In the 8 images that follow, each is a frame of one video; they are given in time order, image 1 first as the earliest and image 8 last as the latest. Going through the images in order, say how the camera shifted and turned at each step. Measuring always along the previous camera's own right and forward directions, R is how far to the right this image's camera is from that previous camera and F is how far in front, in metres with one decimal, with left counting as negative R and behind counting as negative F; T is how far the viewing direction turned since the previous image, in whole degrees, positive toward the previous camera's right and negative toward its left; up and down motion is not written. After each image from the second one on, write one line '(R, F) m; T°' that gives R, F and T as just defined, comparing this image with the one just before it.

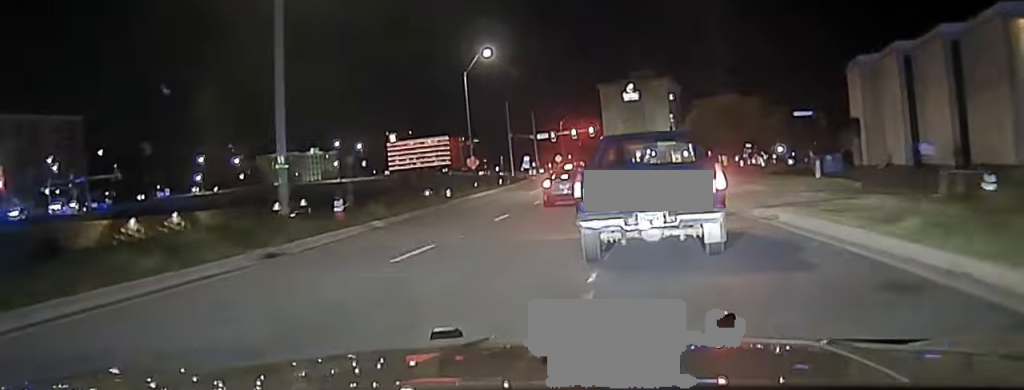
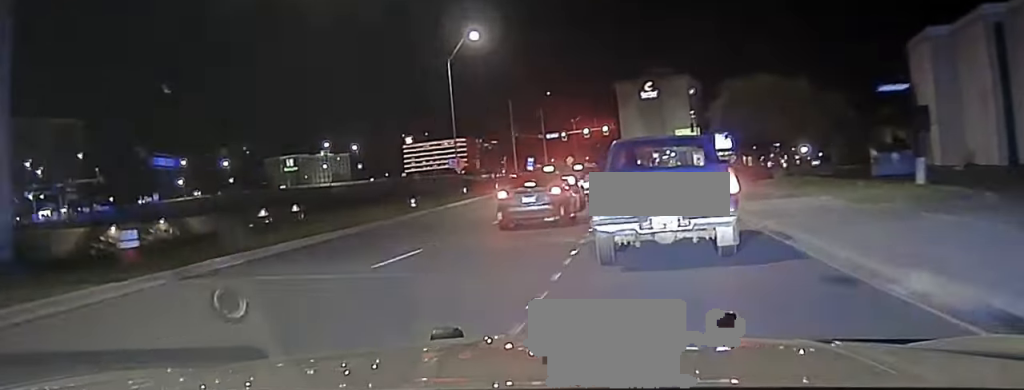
(+0.5, +14.4) m; +1°
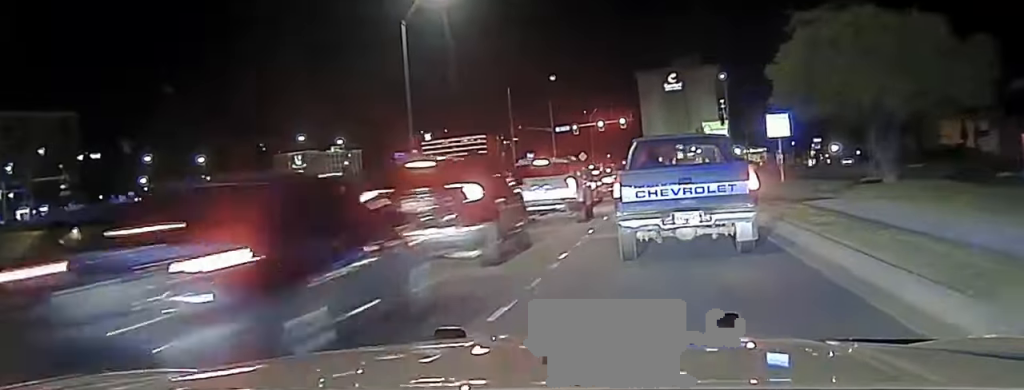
(+0.1, +18.7) m; -1°
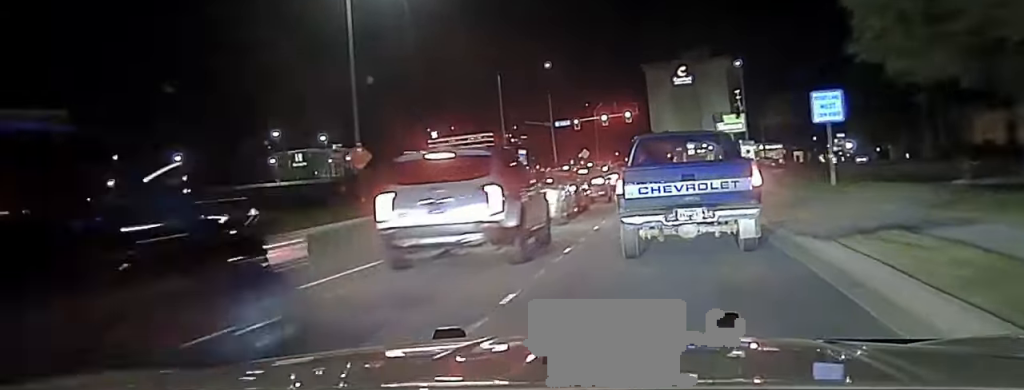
(0.0, +10.8) m; -2°
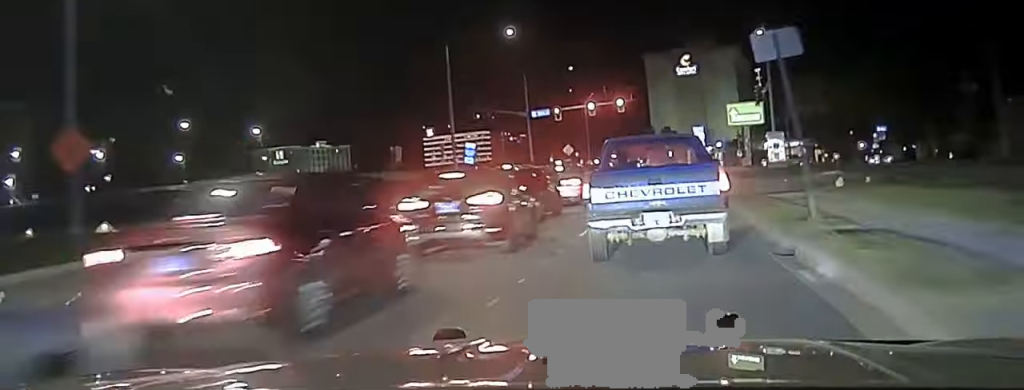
(-1.1, +22.7) m; -2°
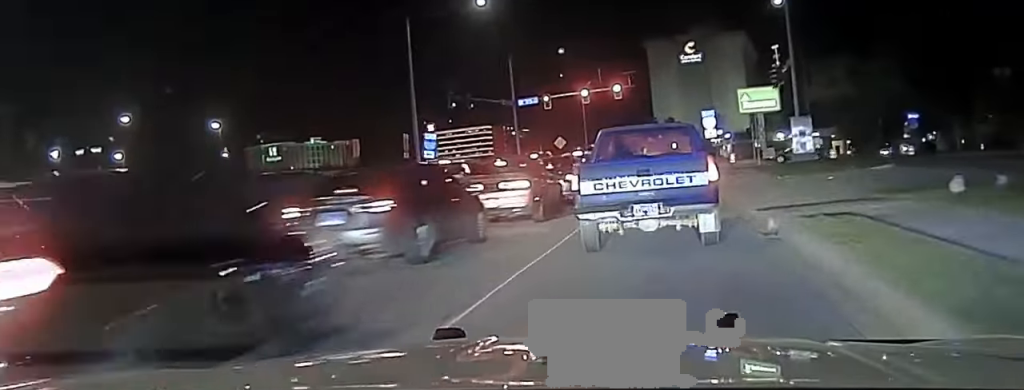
(+0.2, +12.6) m; +2°
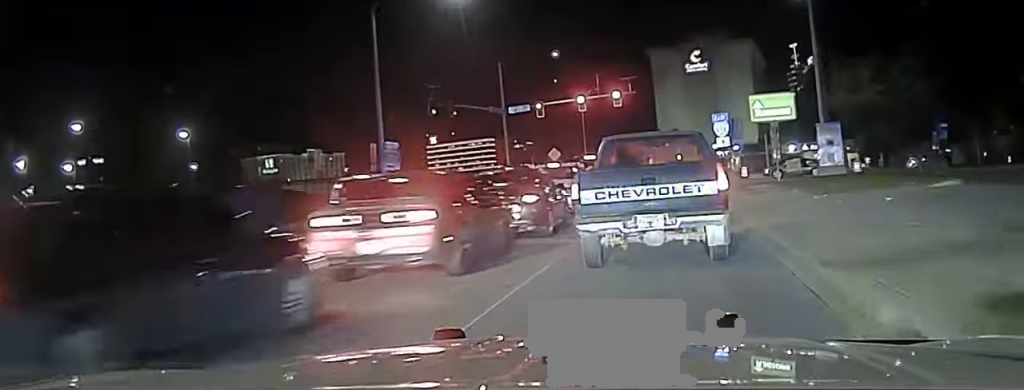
(+0.1, +8.1) m; 0°
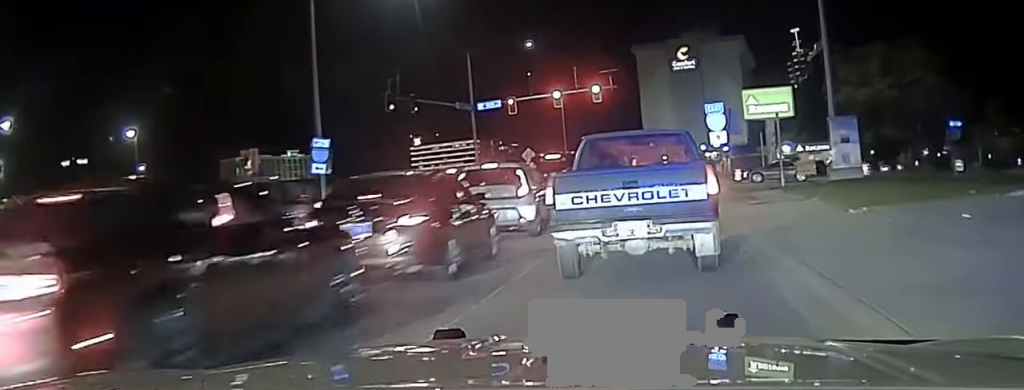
(+0.2, +9.4) m; -1°
